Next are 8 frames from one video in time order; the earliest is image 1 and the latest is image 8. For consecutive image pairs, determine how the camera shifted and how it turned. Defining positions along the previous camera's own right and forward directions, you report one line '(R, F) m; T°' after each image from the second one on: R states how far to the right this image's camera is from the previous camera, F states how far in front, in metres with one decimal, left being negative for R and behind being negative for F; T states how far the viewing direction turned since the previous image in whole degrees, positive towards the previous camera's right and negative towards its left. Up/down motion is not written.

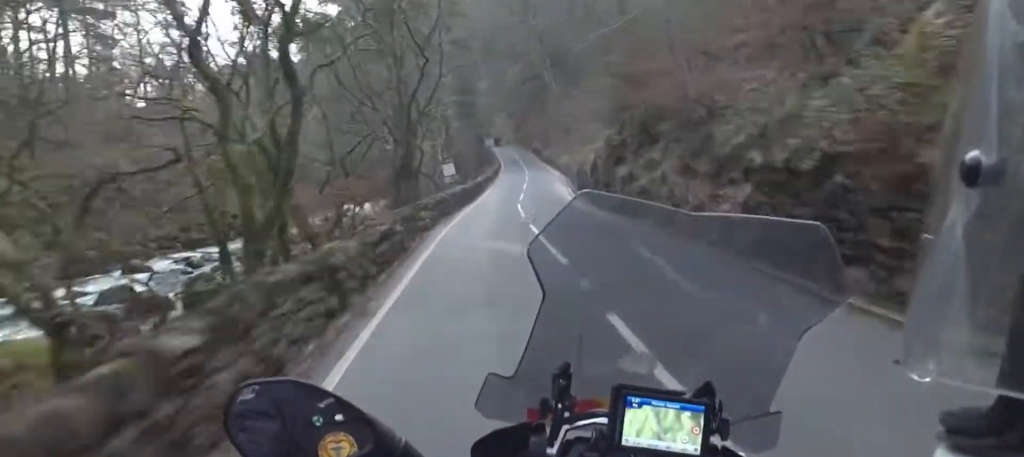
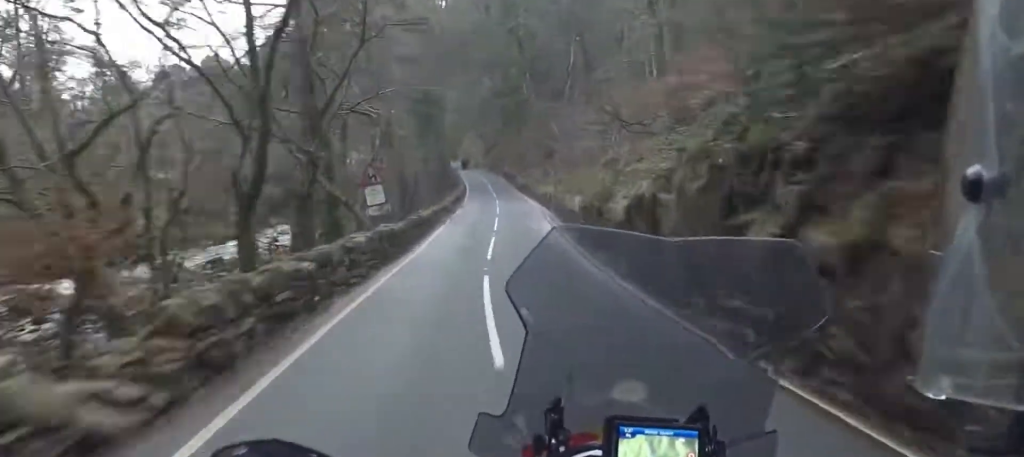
(0.0, +11.7) m; 0°
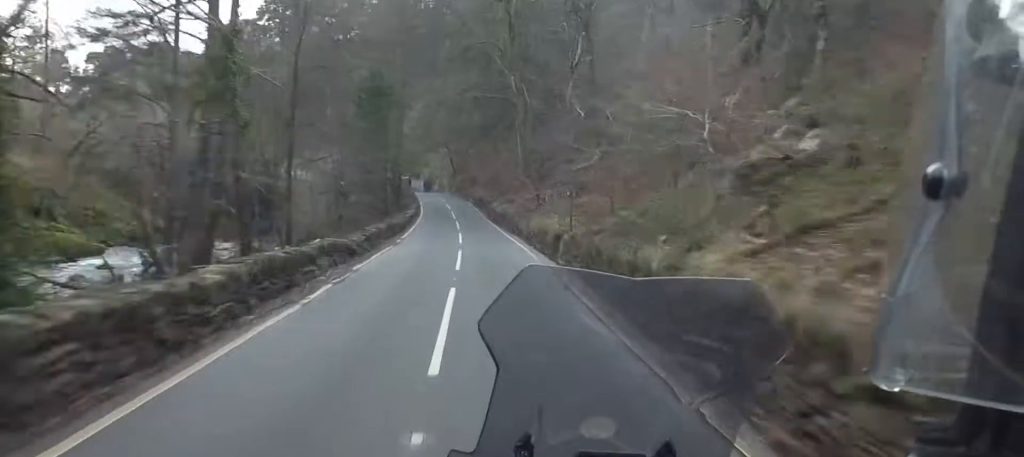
(+0.1, +16.6) m; -2°
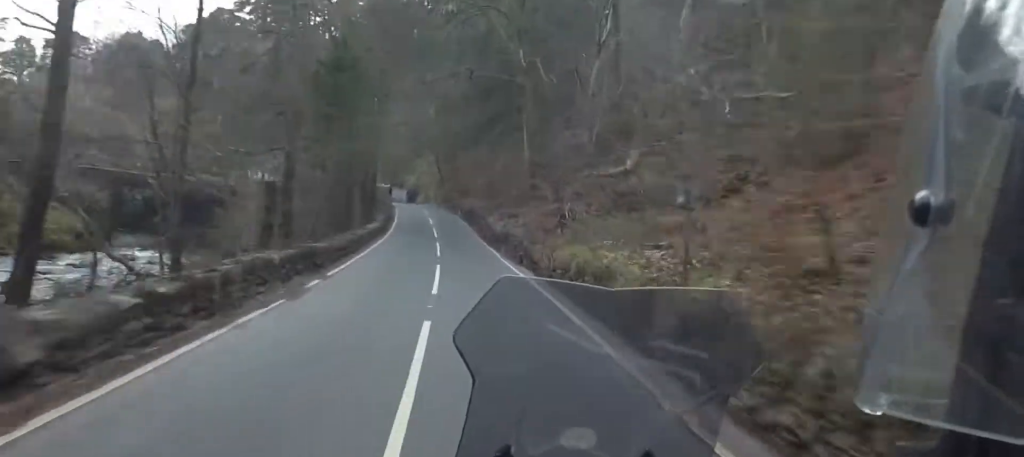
(-0.3, +10.6) m; -2°
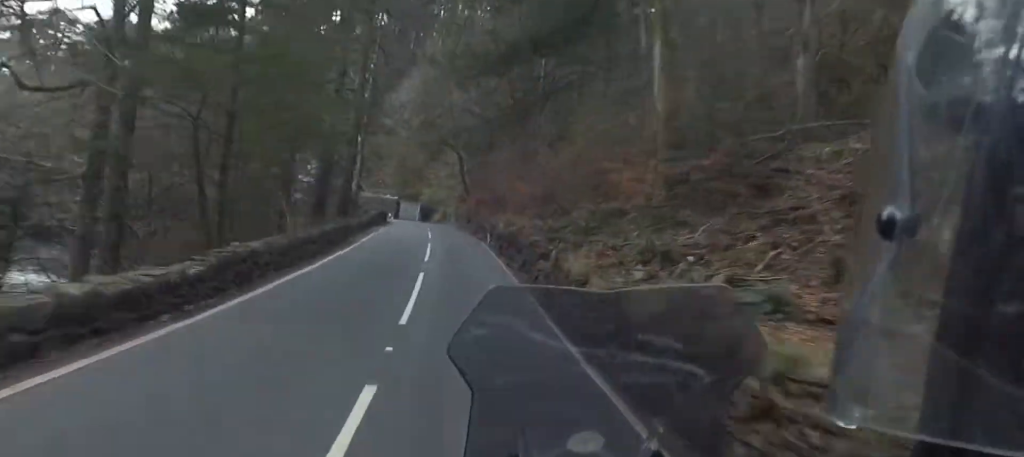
(-0.8, +19.0) m; -3°
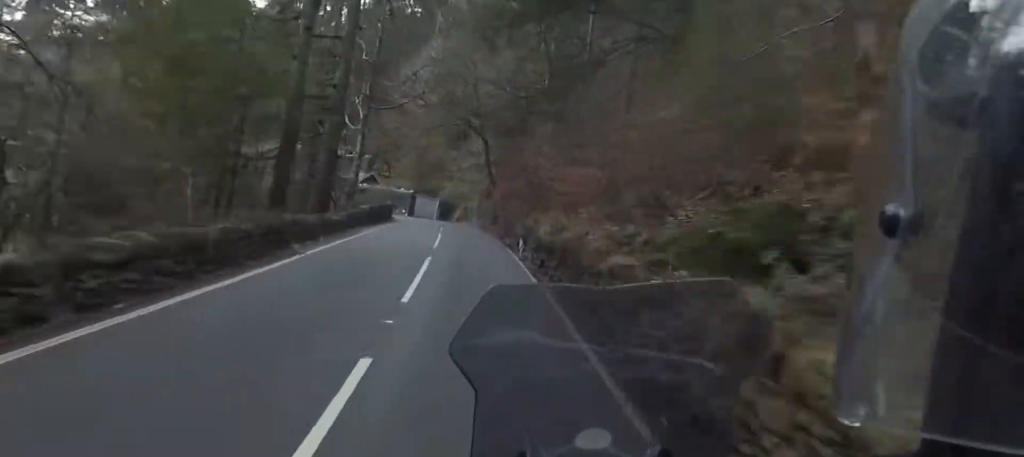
(-0.1, +7.6) m; -1°
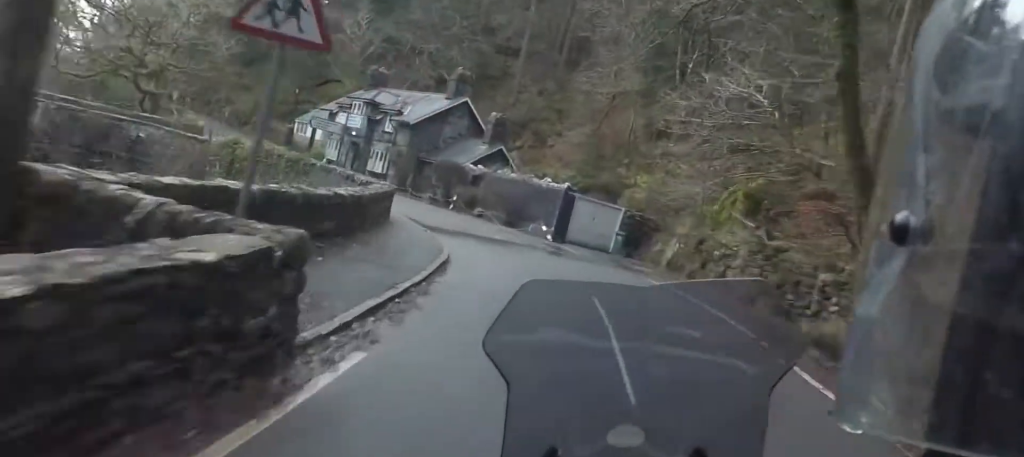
(-2.6, +25.8) m; -19°
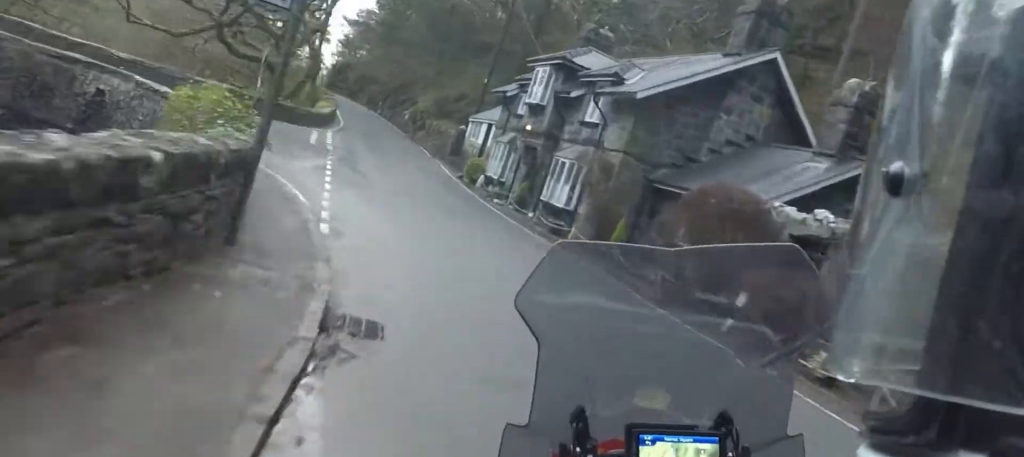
(-4.6, +18.6) m; -26°
